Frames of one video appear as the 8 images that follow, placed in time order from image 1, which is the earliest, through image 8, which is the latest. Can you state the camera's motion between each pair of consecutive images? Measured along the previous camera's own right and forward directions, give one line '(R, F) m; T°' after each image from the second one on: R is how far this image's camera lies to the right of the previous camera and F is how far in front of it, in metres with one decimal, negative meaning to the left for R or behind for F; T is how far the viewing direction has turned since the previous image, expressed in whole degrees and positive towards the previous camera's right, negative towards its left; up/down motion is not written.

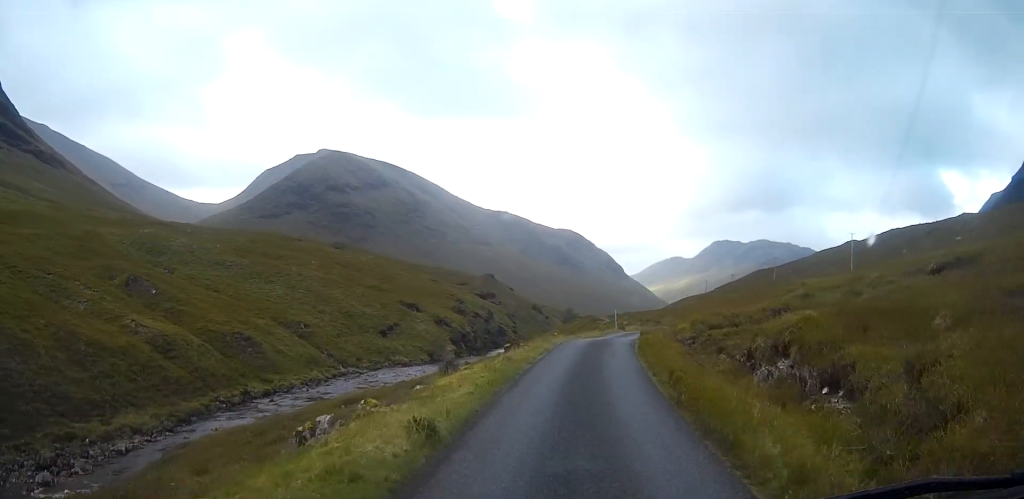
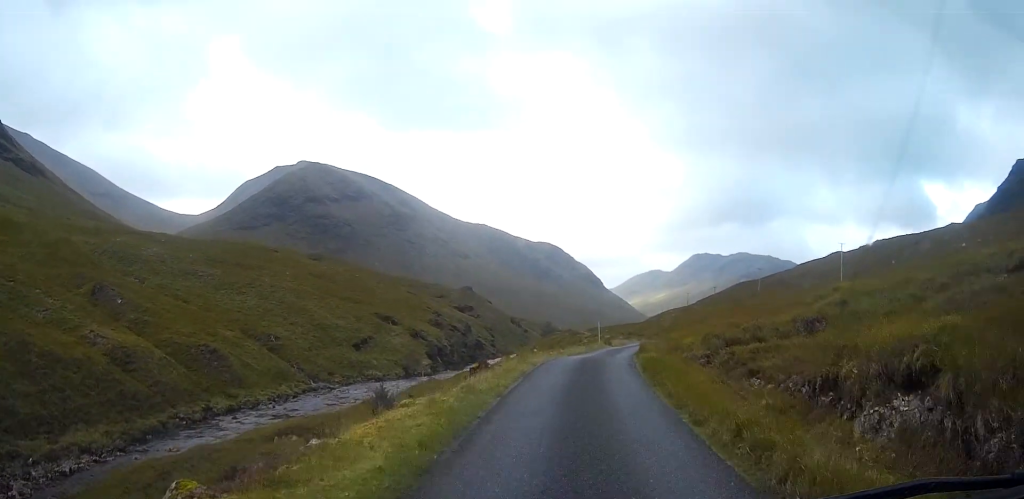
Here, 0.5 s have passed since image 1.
(+0.1, +5.7) m; +2°
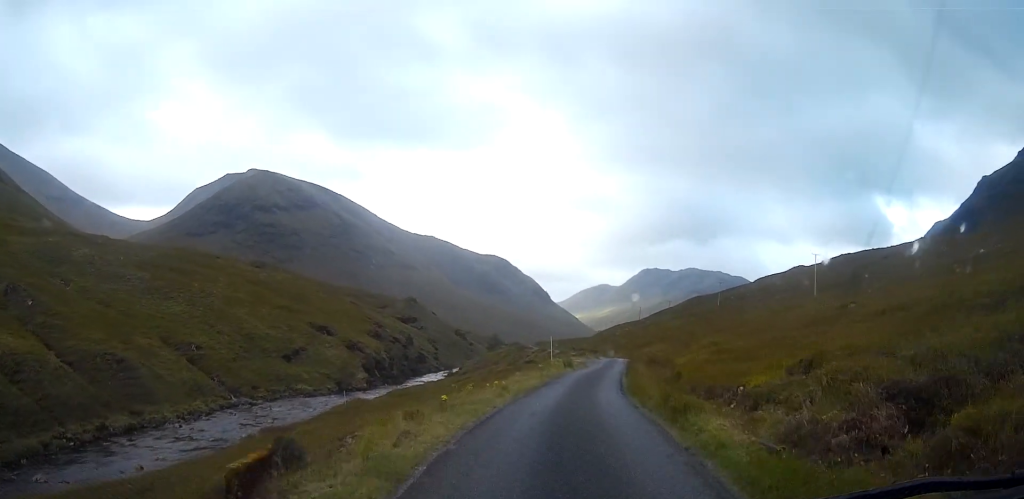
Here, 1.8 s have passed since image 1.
(+0.5, +13.9) m; +4°
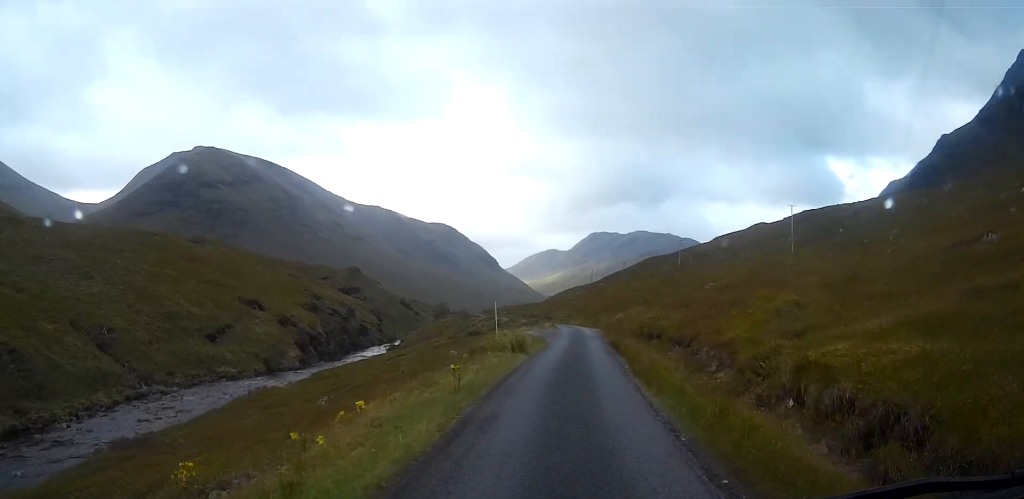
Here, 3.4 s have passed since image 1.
(+0.4, +16.5) m; +3°
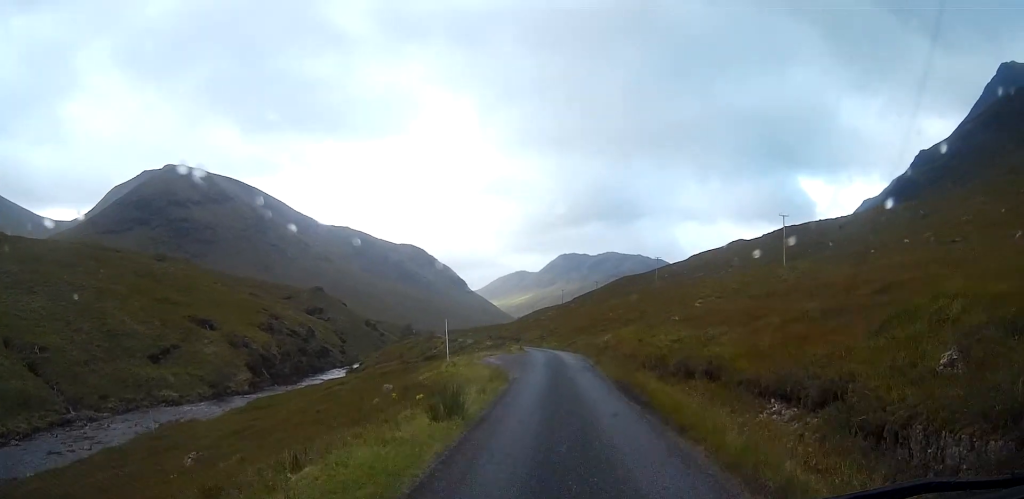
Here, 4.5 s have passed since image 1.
(+0.4, +12.7) m; +3°
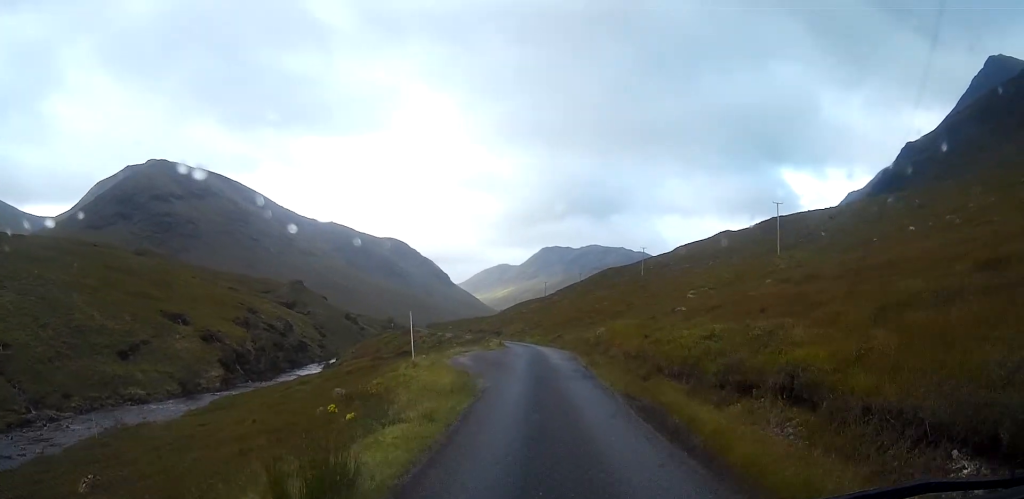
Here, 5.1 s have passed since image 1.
(+0.1, +6.3) m; +1°
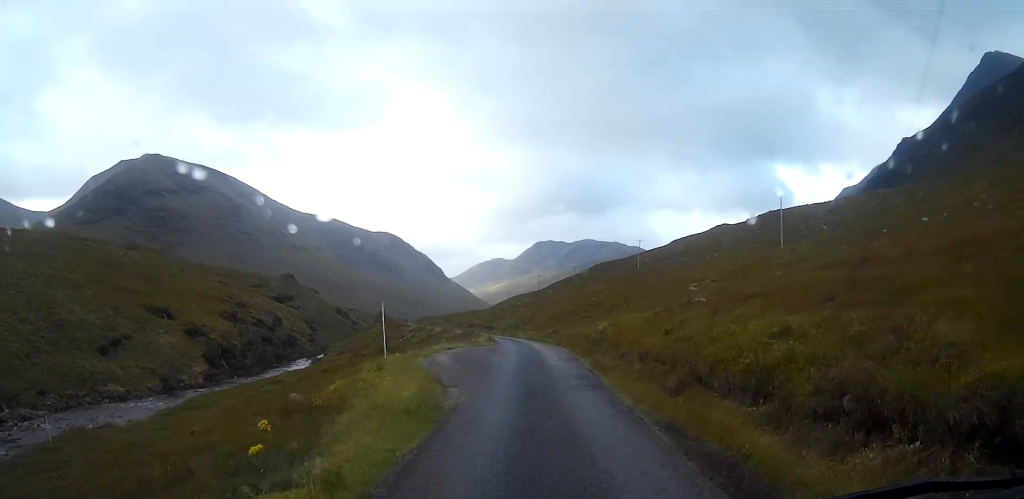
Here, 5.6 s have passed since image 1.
(0.0, +5.3) m; 0°
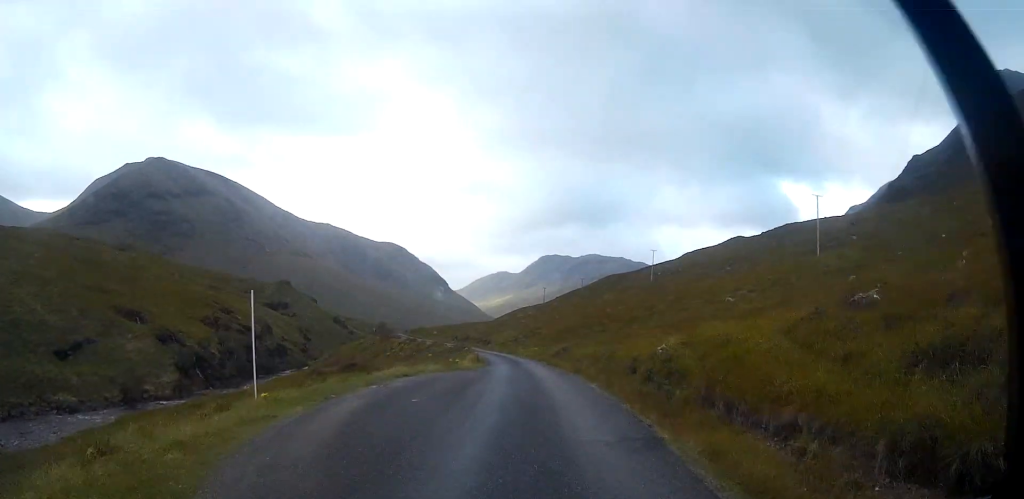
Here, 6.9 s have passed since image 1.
(+0.2, +15.2) m; +1°
